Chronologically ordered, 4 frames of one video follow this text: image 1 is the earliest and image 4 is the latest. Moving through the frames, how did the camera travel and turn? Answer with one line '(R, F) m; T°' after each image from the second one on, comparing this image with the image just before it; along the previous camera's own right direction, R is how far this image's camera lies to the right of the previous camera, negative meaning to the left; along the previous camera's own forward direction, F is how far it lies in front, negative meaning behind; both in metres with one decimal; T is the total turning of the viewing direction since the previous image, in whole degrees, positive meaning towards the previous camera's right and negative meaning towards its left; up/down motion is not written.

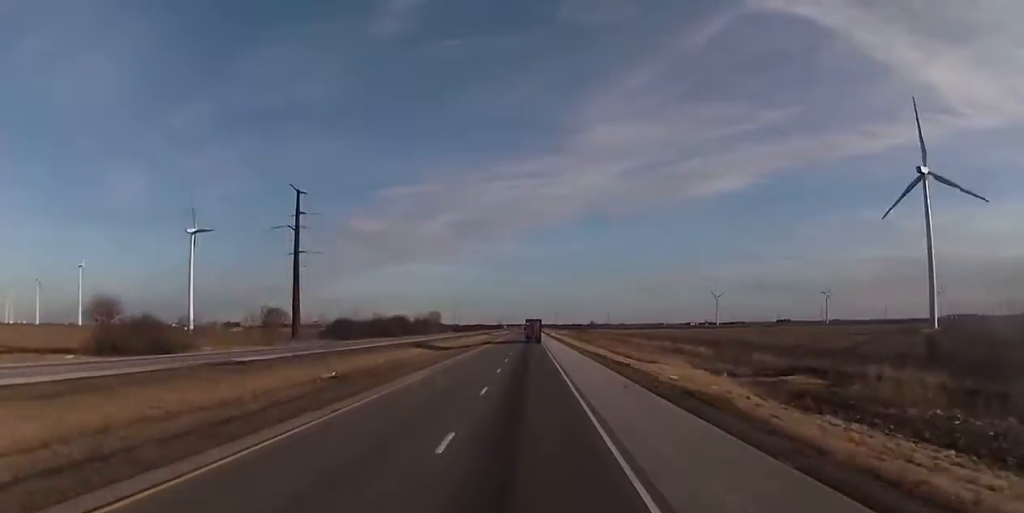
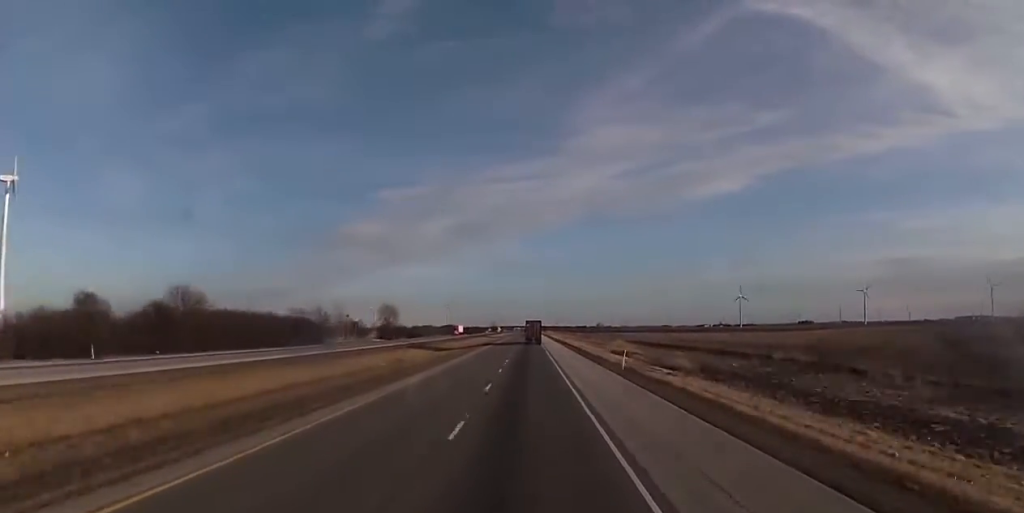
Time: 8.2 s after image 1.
(-1.5, +230.3) m; 0°
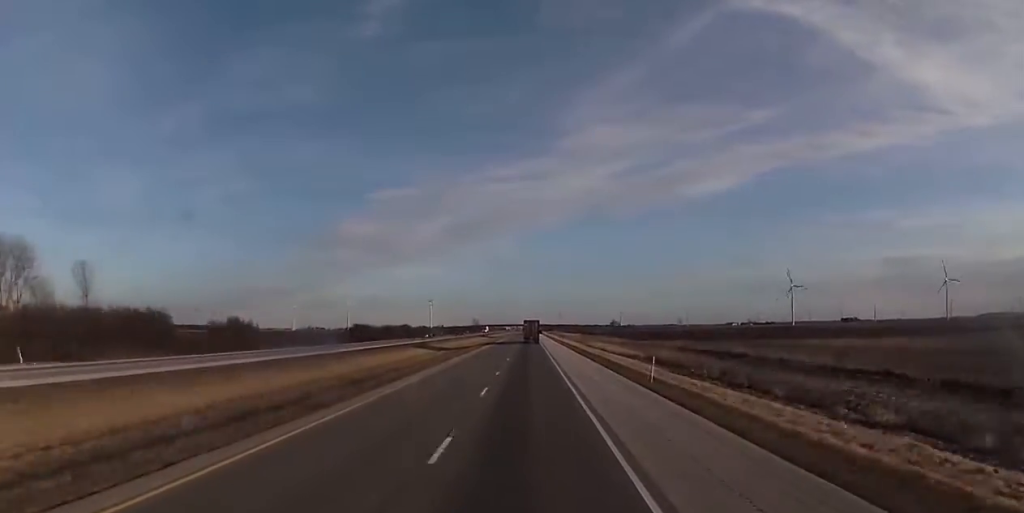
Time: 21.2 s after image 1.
(+0.4, +366.9) m; 0°
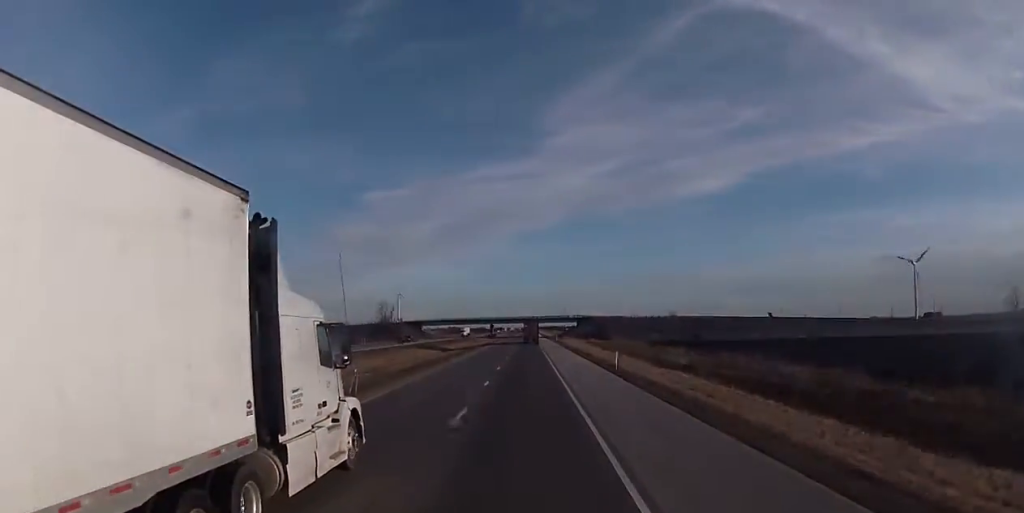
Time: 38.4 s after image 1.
(+0.4, +477.2) m; 0°
